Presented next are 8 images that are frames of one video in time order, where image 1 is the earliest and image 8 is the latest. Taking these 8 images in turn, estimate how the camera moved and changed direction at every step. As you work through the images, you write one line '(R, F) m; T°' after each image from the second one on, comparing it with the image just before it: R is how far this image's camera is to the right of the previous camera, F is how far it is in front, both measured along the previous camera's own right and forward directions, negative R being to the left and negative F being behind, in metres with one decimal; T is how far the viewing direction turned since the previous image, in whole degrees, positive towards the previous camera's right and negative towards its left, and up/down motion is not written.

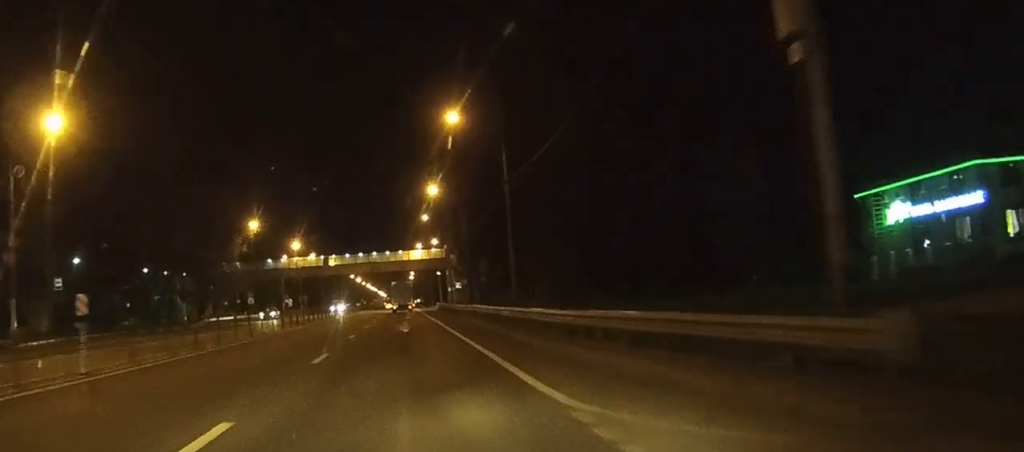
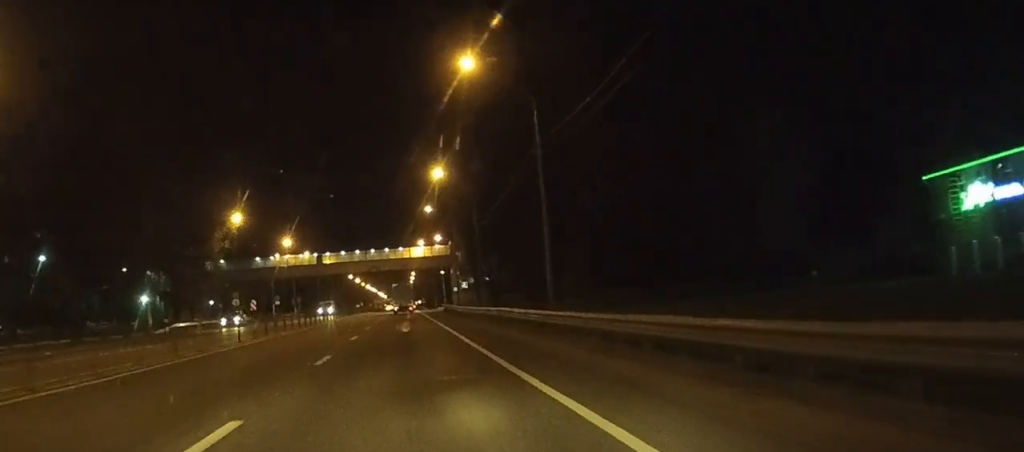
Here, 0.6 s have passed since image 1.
(0.0, +11.6) m; 0°
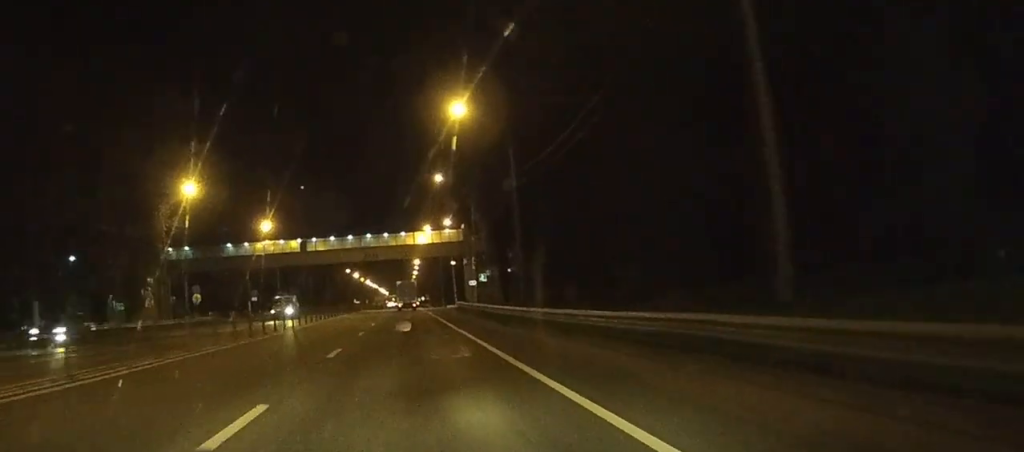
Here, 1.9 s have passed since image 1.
(0.0, +22.5) m; 0°
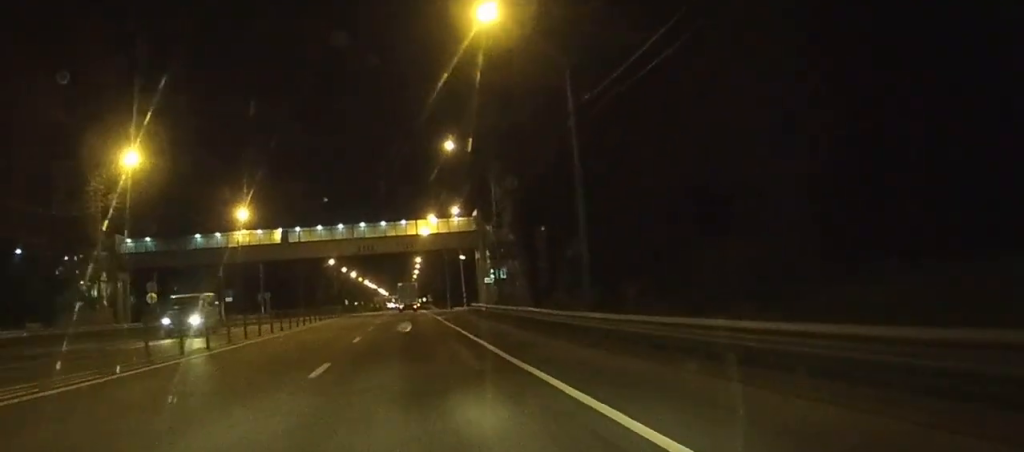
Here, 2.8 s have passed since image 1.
(0.0, +16.3) m; 0°
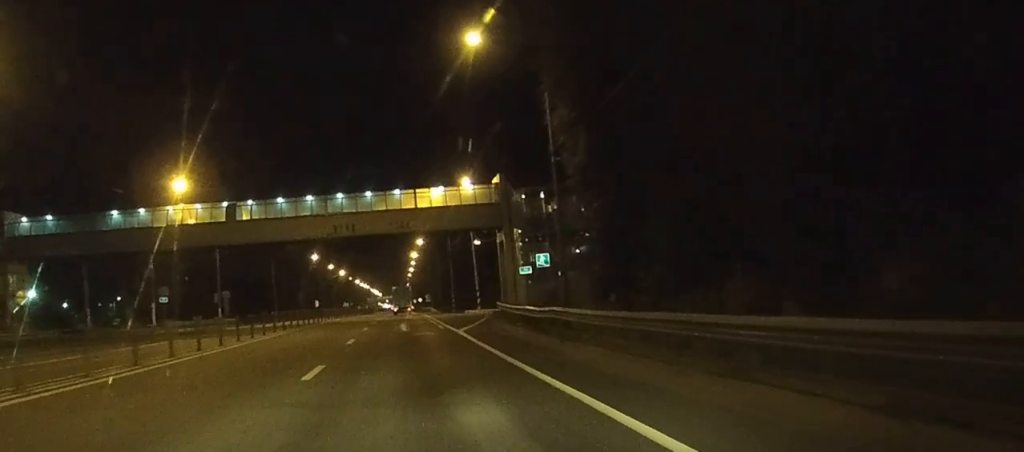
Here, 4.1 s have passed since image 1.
(+0.1, +24.3) m; 0°
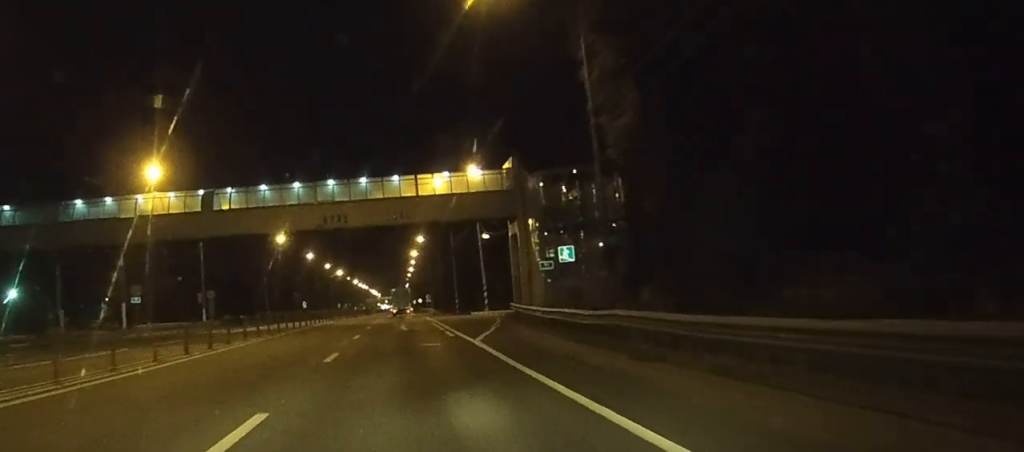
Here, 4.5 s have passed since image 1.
(0.0, +7.3) m; 0°
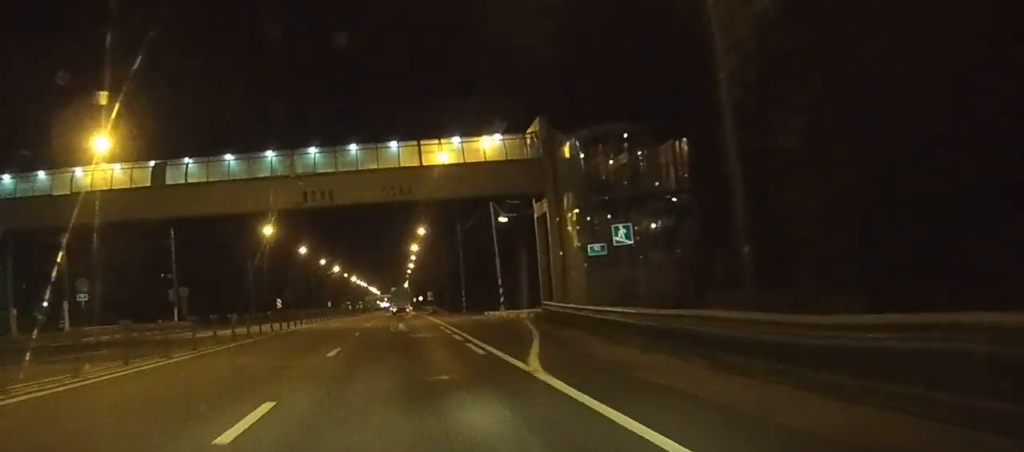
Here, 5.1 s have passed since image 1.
(0.0, +11.0) m; 0°
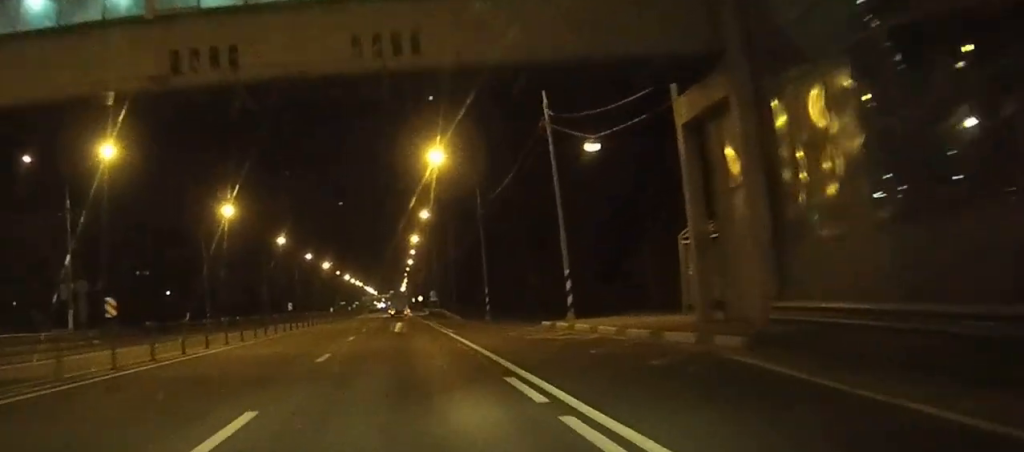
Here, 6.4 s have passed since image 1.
(0.0, +24.7) m; 0°
